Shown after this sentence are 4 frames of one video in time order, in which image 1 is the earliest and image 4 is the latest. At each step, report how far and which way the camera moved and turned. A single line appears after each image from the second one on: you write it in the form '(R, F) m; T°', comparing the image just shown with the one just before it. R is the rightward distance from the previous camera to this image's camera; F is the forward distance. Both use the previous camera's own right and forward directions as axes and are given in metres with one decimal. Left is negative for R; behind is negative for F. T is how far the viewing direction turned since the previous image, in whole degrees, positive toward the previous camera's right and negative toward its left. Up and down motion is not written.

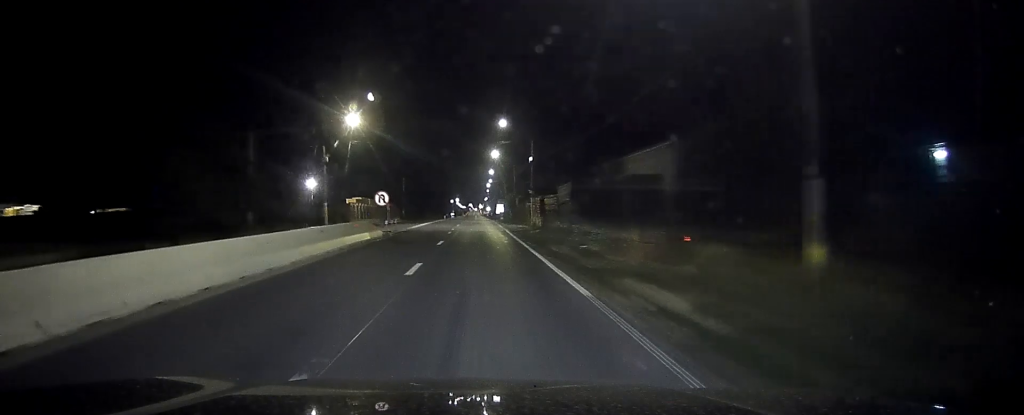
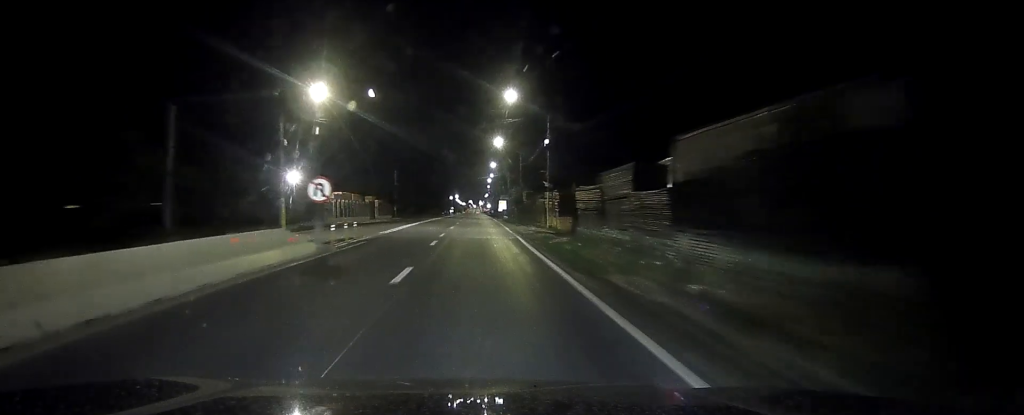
(0.0, +13.9) m; 0°
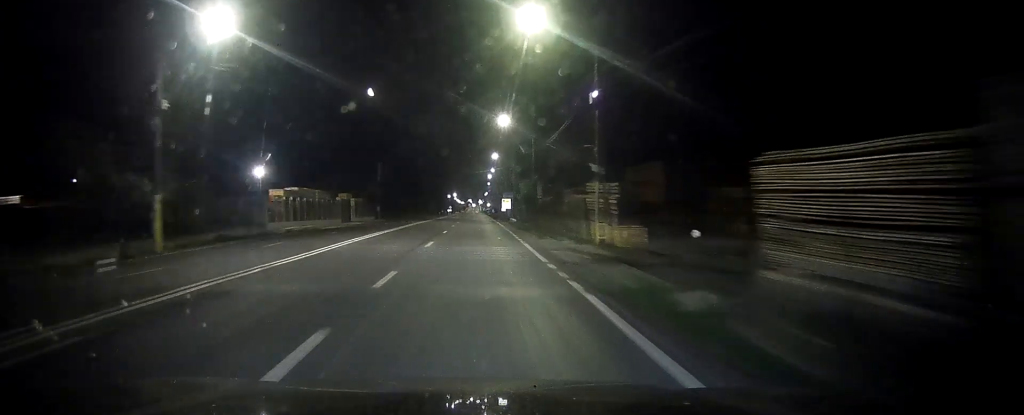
(0.0, +19.7) m; 0°
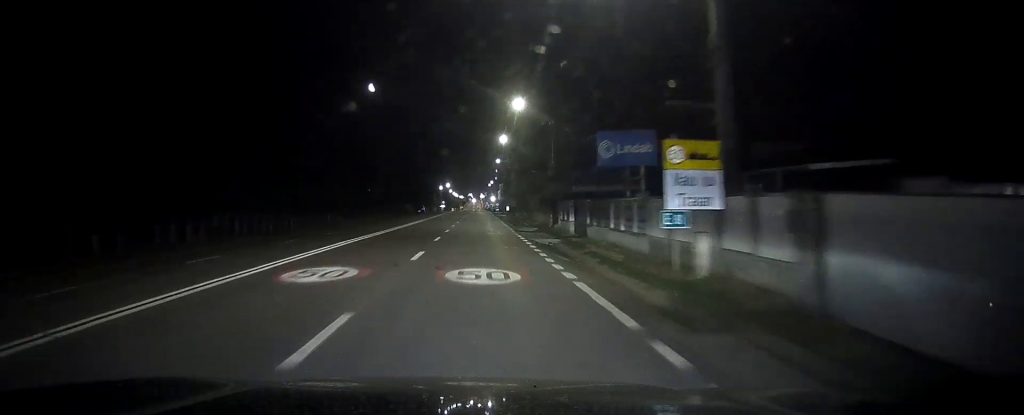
(-0.5, +88.6) m; -1°
